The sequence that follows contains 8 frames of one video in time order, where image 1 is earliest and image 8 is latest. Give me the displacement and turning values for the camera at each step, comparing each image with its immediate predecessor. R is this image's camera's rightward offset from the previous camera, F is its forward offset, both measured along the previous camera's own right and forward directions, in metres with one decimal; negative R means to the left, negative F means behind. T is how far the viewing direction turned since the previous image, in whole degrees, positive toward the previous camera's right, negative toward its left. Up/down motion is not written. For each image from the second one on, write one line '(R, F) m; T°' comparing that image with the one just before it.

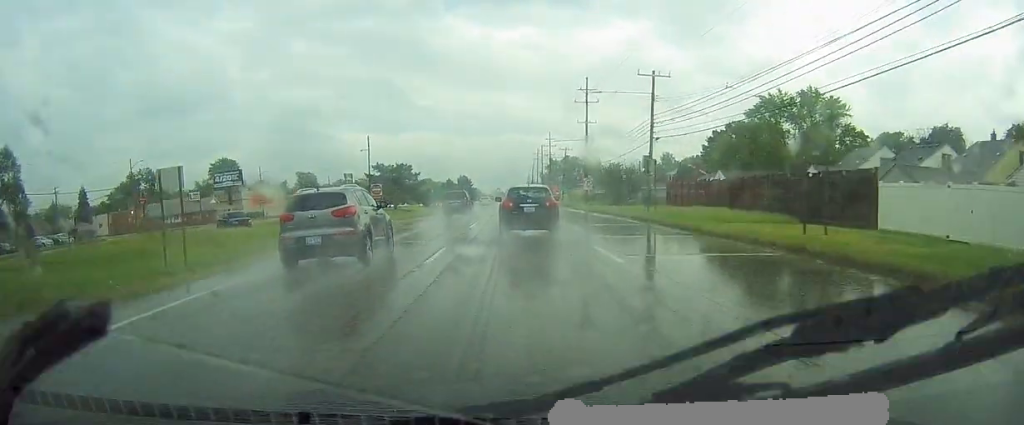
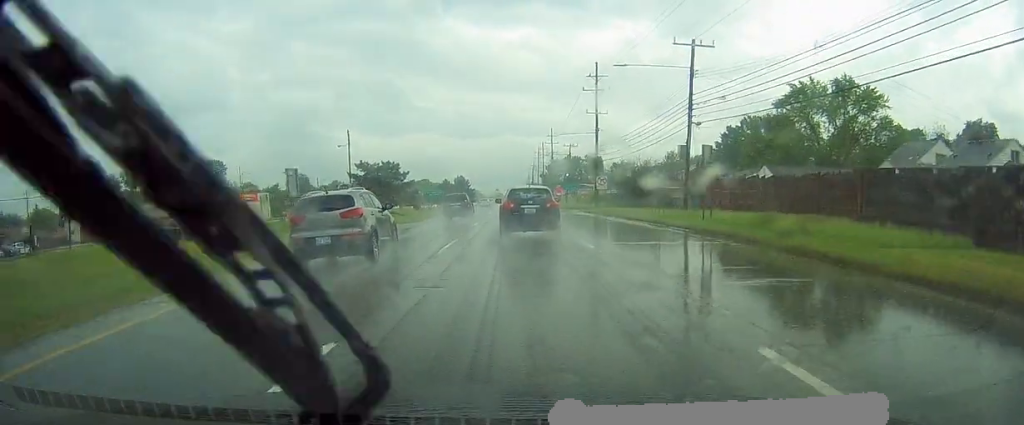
(-0.1, +11.0) m; 0°
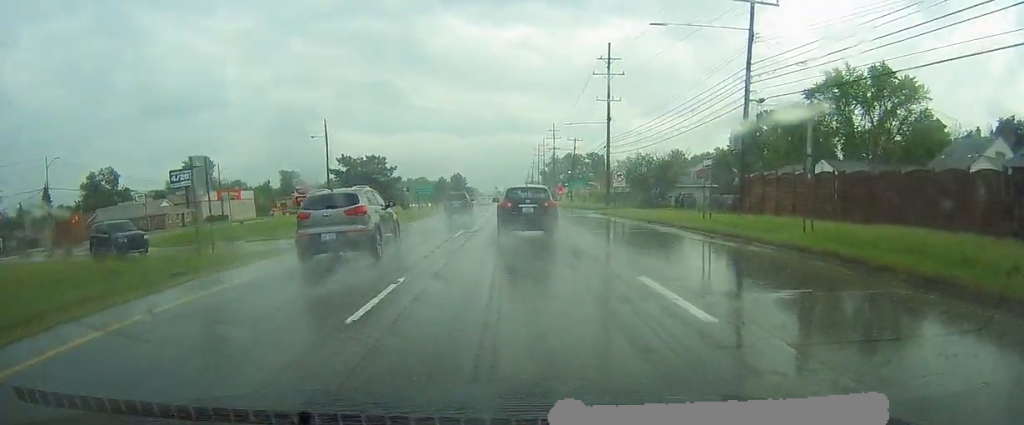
(+0.2, +9.8) m; 0°
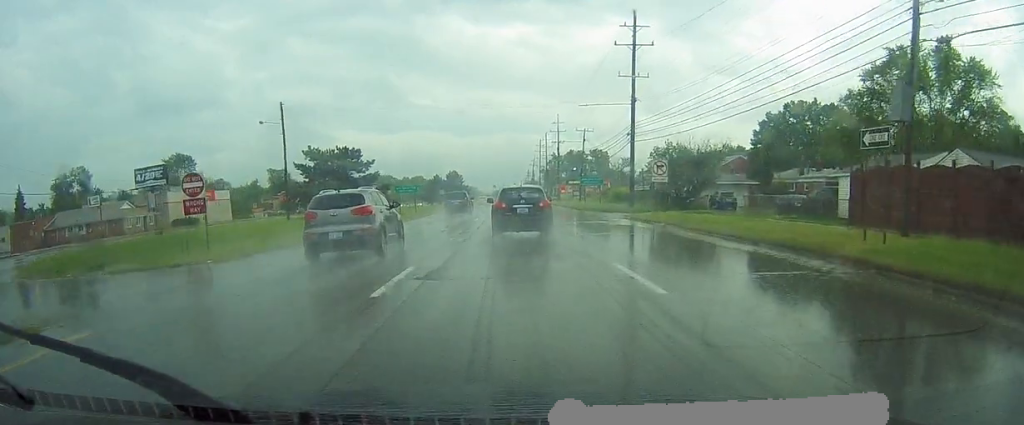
(0.0, +13.9) m; 0°
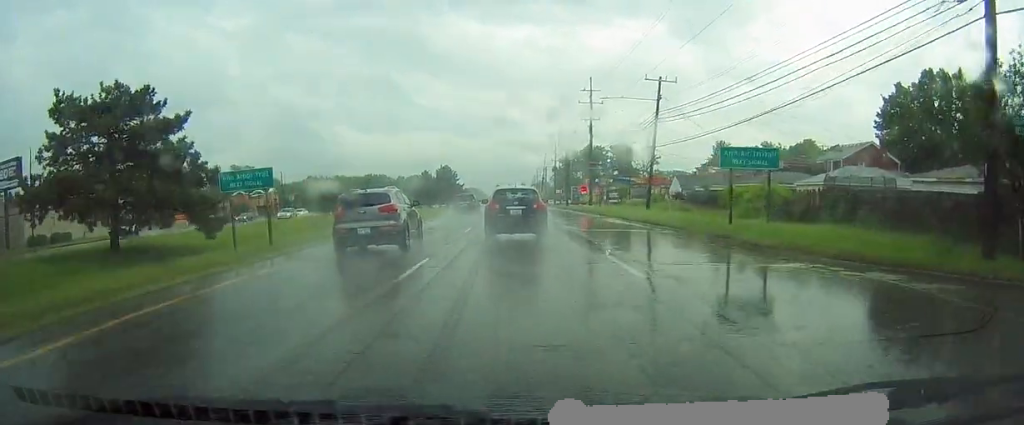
(-0.1, +43.6) m; 0°
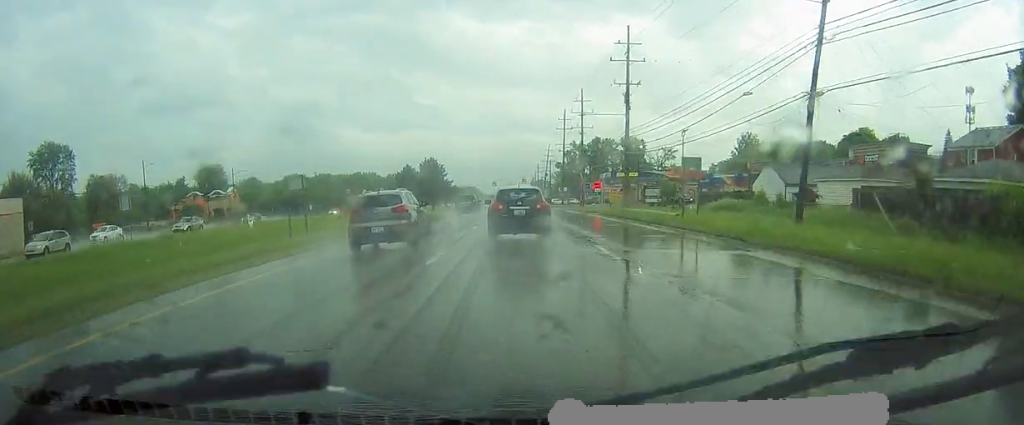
(+0.1, +28.0) m; 0°
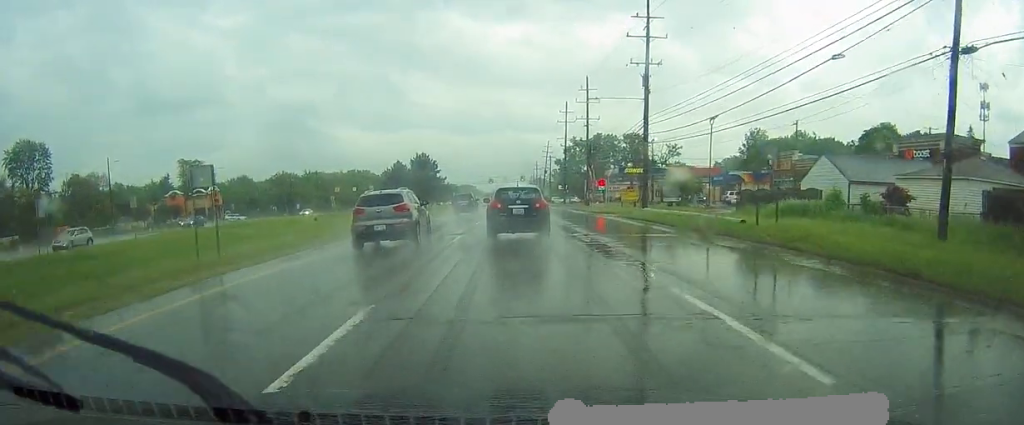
(-0.2, +9.4) m; 0°
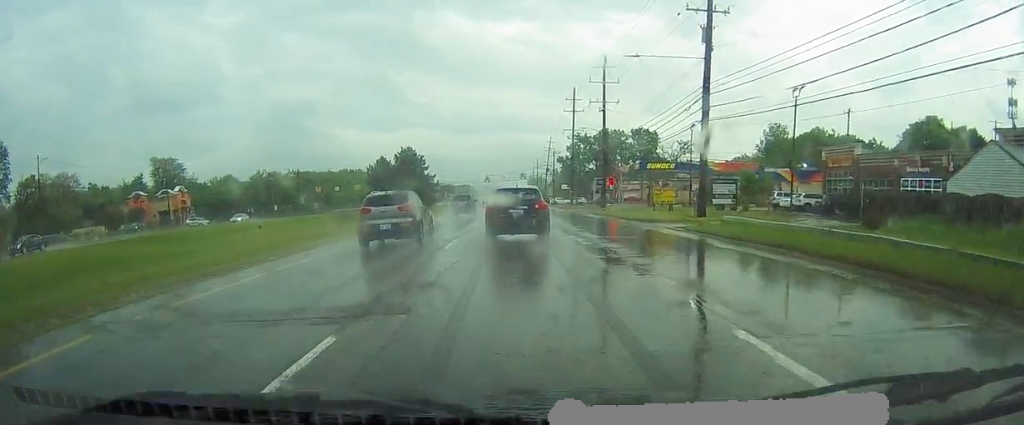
(+0.2, +16.4) m; 0°
